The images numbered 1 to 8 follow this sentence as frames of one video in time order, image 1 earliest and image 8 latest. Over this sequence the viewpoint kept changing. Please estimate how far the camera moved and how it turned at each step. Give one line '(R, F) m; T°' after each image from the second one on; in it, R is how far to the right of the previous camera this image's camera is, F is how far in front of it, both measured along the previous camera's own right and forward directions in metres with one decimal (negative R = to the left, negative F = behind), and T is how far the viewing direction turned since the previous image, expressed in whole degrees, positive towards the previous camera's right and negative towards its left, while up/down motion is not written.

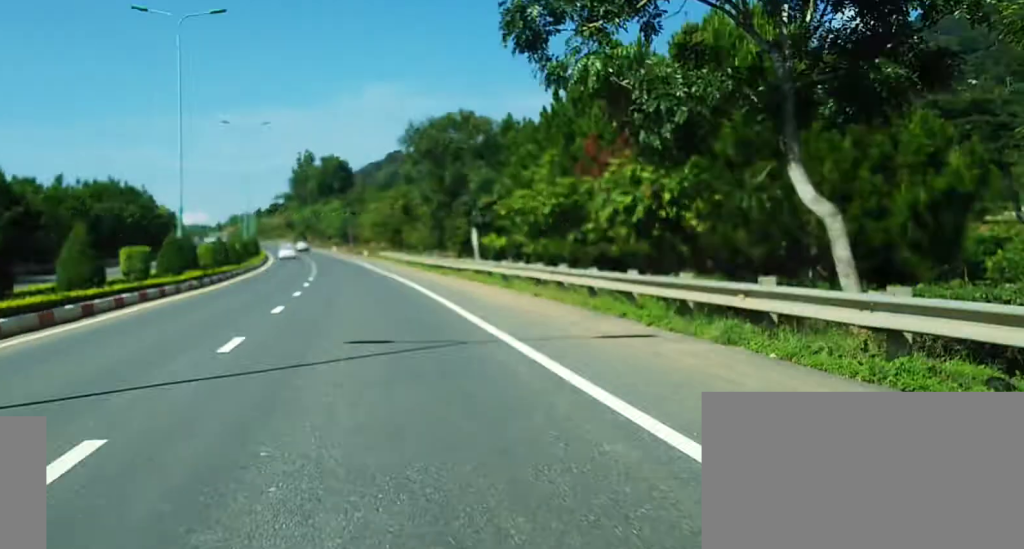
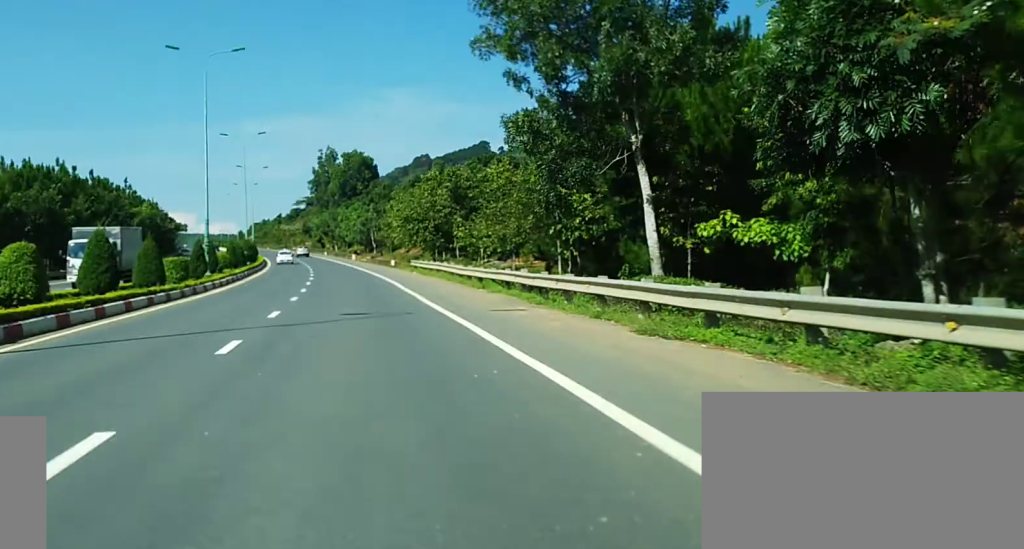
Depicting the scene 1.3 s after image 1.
(-0.2, +32.1) m; -2°
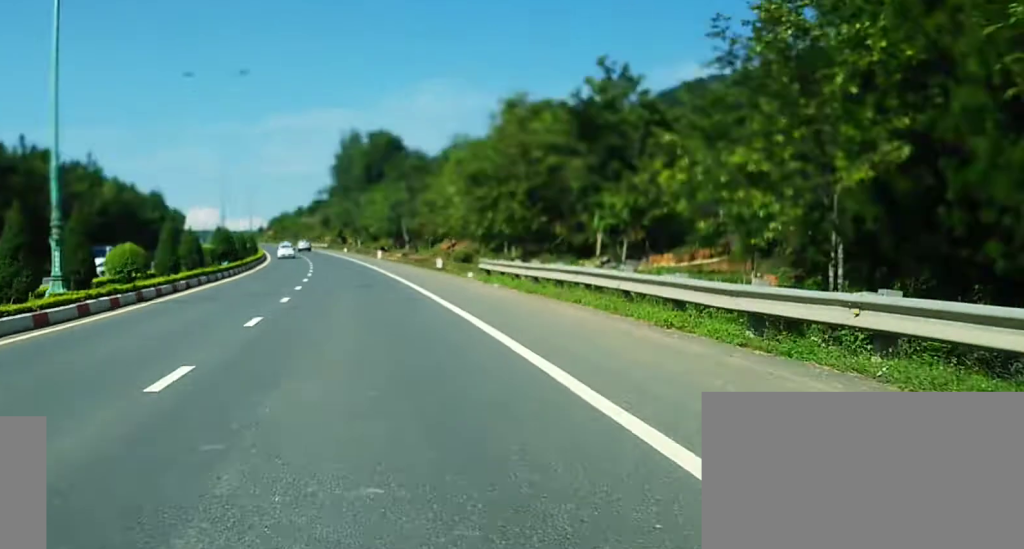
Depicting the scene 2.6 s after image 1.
(-0.8, +28.7) m; -2°
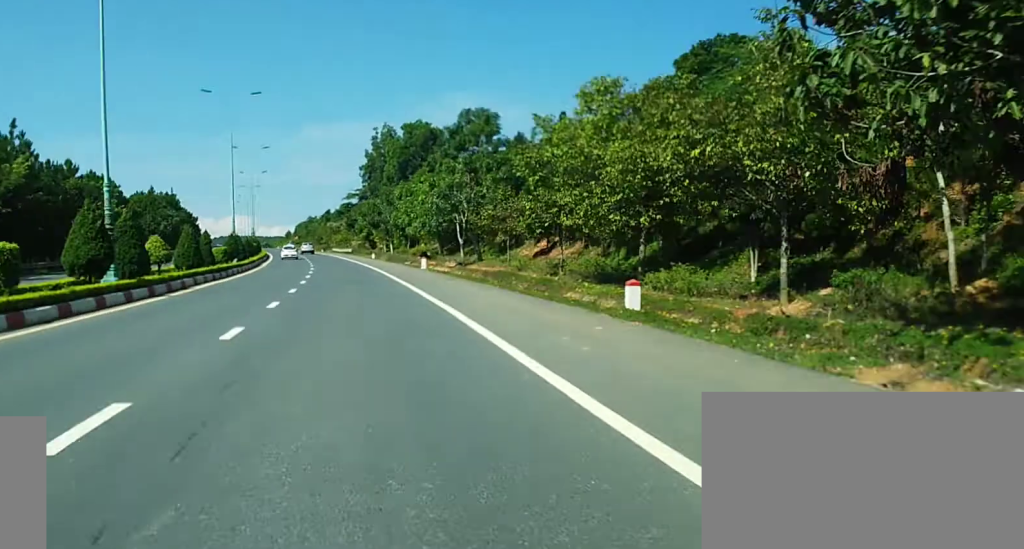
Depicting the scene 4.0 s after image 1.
(-0.4, +34.8) m; -2°
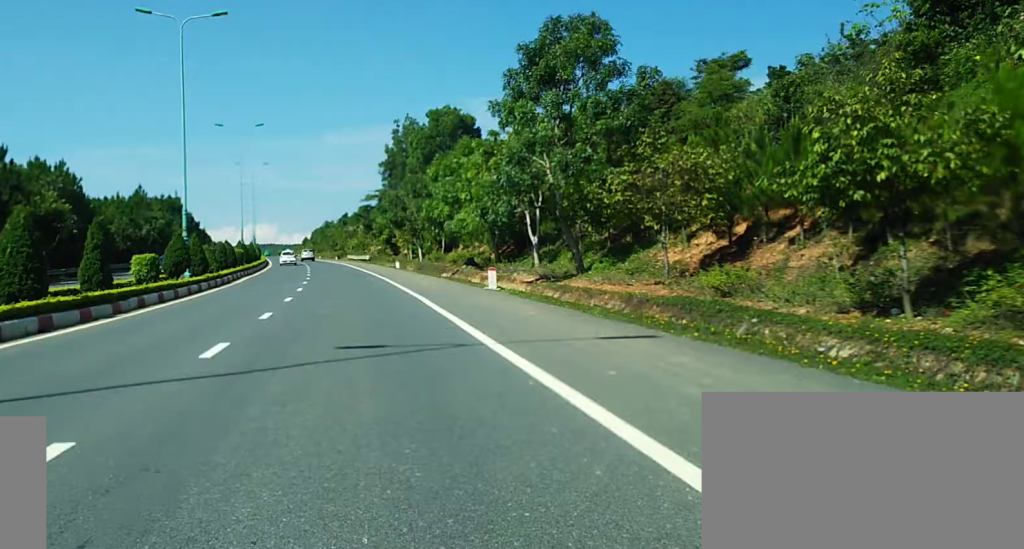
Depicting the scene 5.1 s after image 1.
(-0.3, +25.1) m; -2°
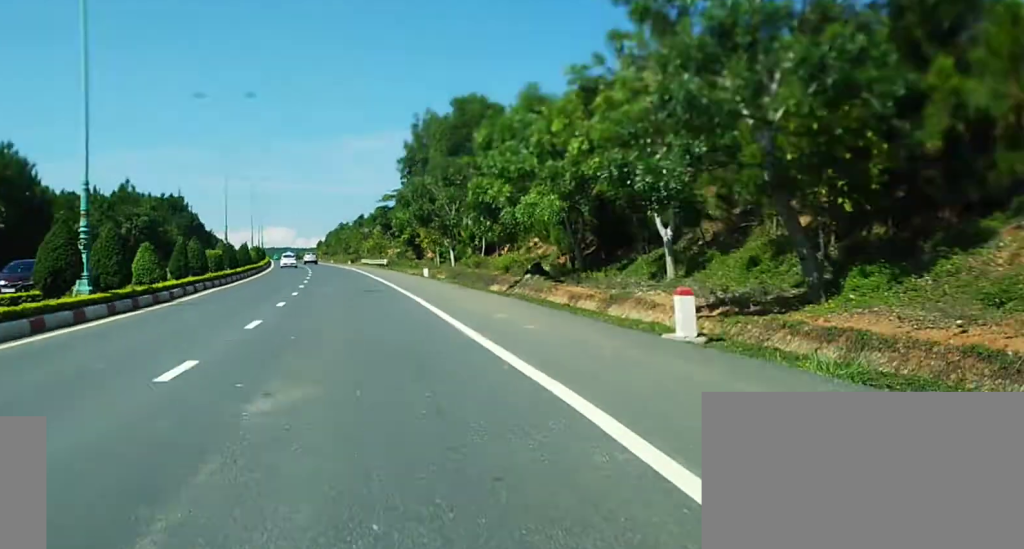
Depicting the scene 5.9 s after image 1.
(-0.3, +18.7) m; -1°
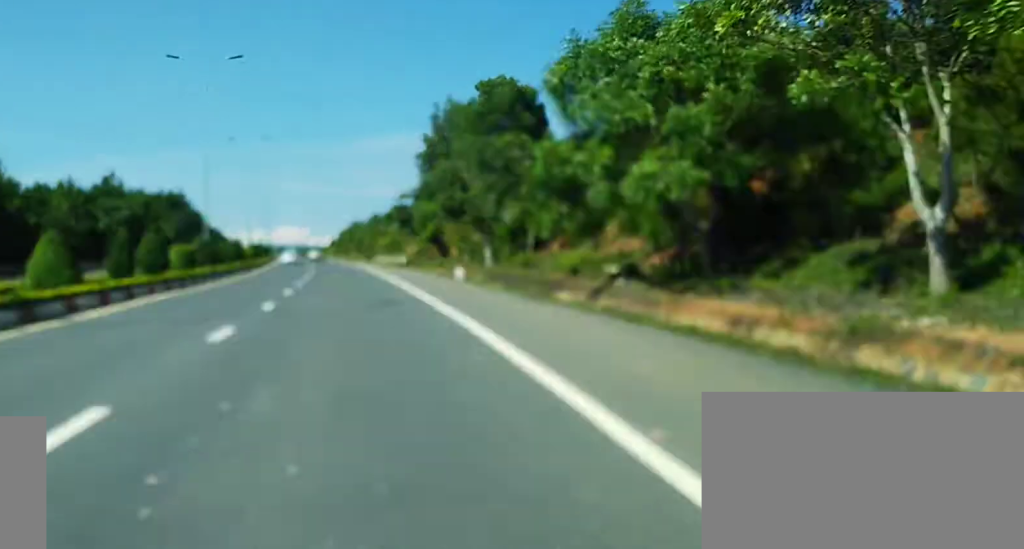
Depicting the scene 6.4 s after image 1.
(-0.1, +12.4) m; 0°
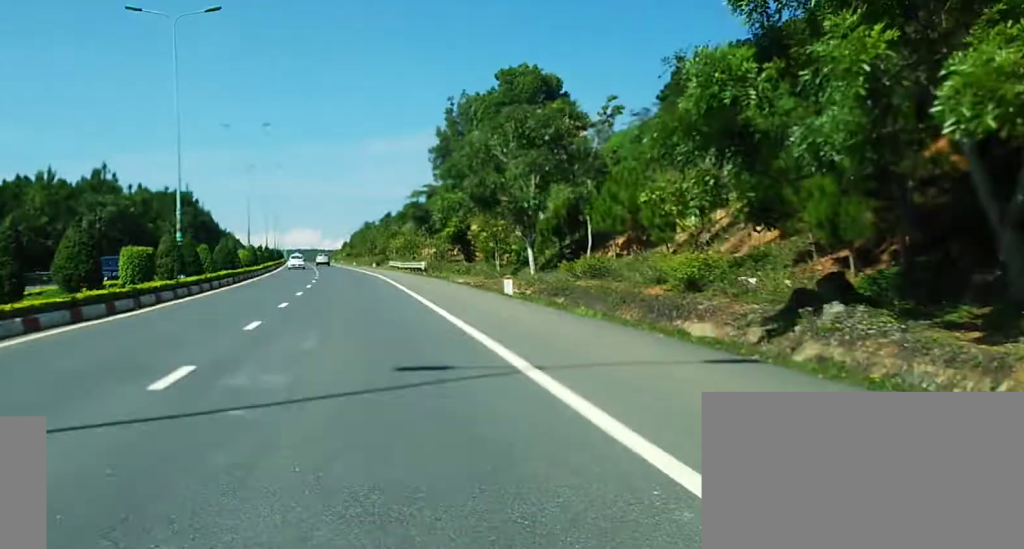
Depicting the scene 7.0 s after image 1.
(0.0, +12.4) m; 0°
